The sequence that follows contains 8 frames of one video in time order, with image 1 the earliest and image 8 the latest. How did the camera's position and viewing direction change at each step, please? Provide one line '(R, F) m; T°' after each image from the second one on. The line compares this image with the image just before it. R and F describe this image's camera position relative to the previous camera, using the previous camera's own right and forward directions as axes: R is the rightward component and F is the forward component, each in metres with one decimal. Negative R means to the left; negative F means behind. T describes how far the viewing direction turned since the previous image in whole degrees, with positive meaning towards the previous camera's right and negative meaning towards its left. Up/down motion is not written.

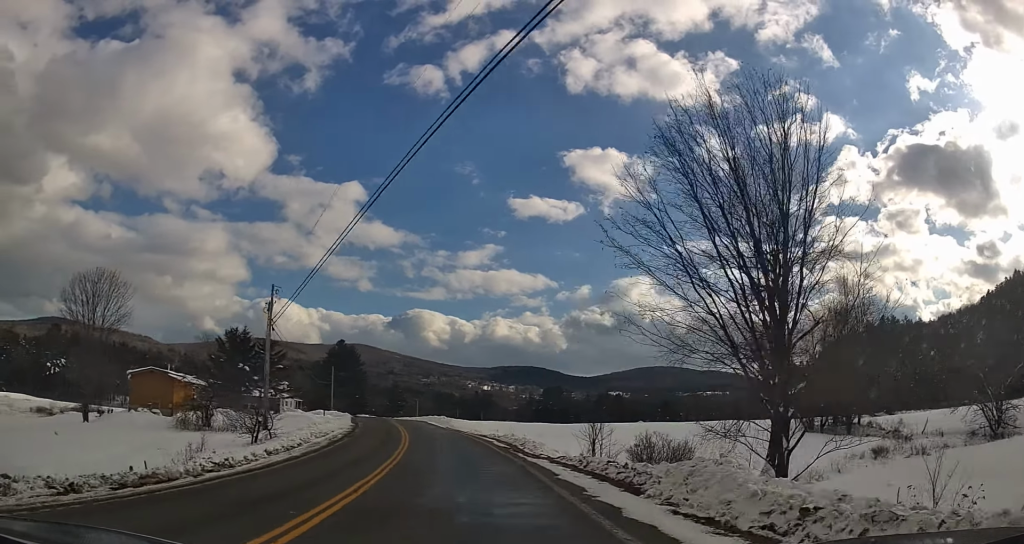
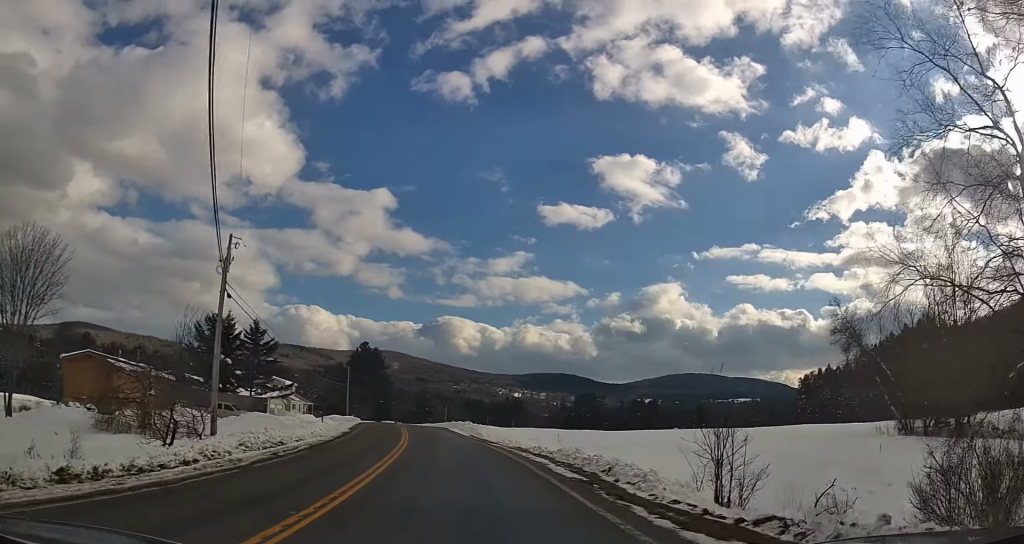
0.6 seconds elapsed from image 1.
(-0.2, +12.3) m; -2°
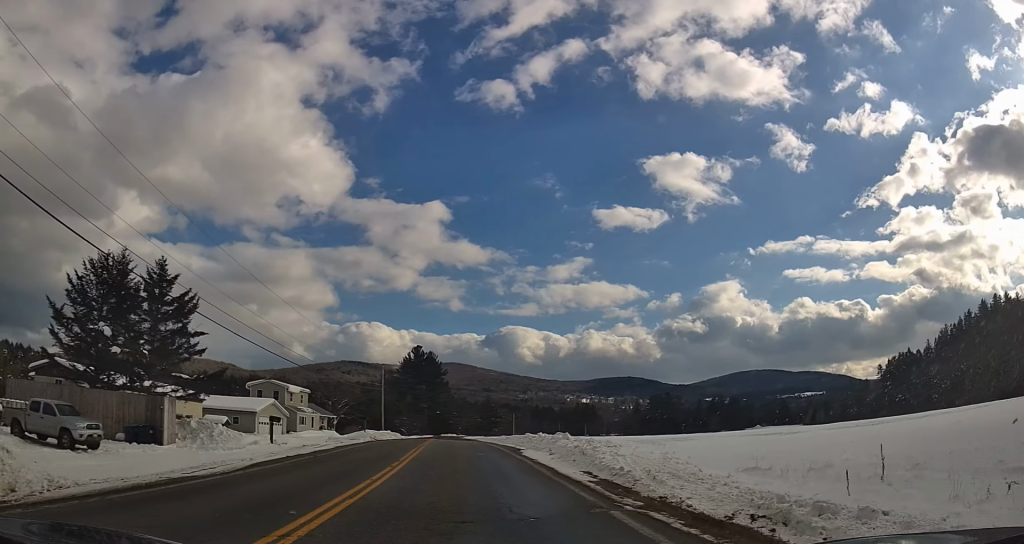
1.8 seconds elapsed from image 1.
(-1.3, +27.0) m; -5°
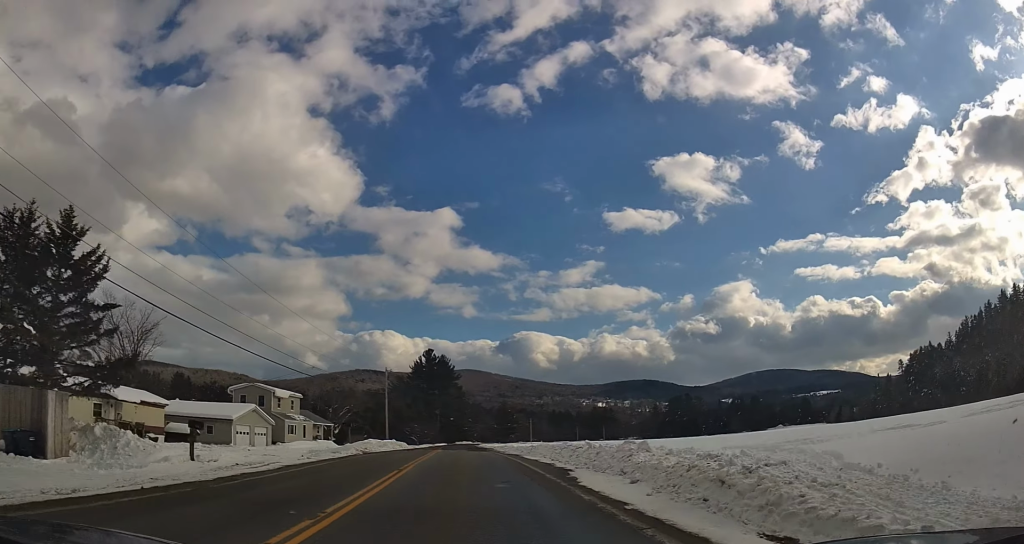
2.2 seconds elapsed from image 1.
(-0.1, +9.6) m; -2°
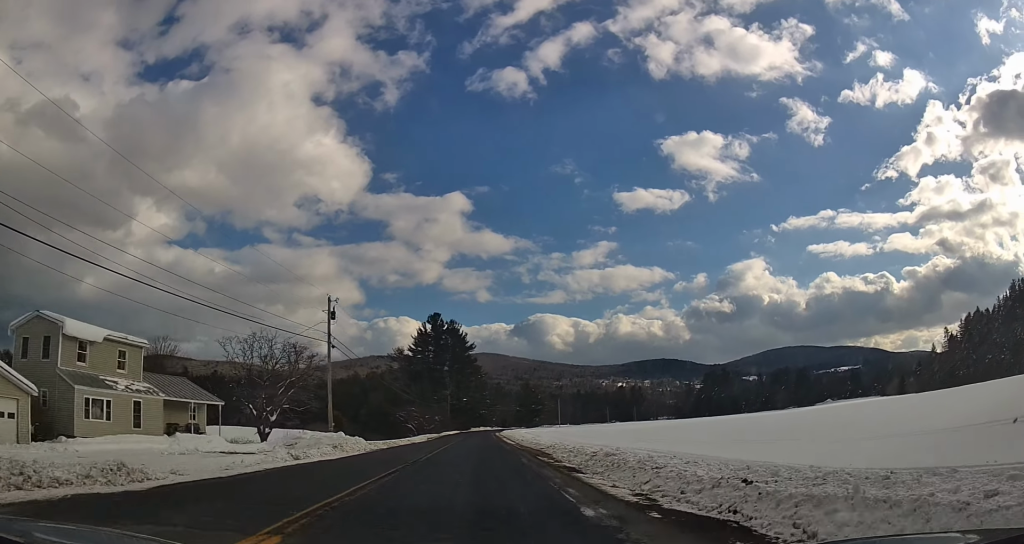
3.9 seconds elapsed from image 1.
(-2.8, +36.1) m; -7°
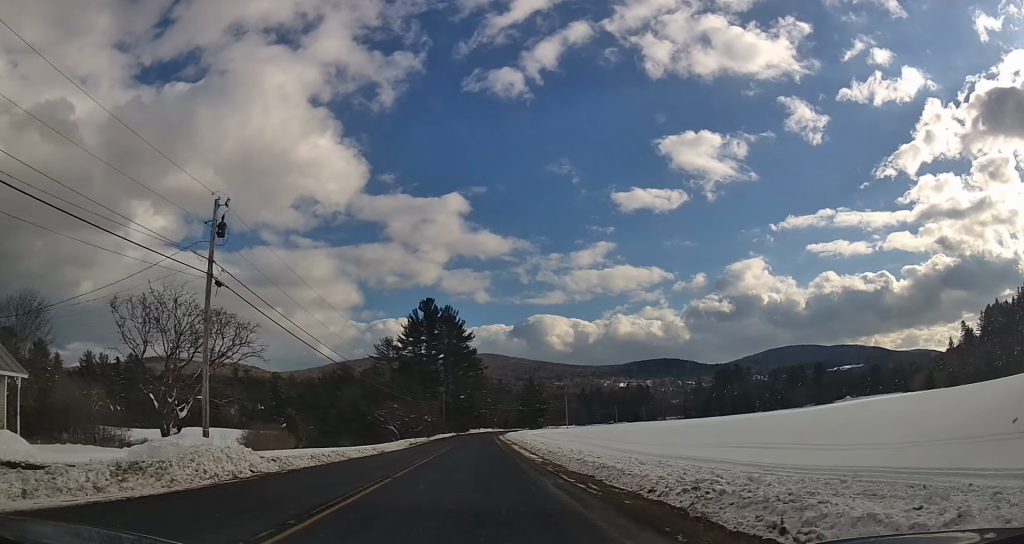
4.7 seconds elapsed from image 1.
(-0.2, +18.7) m; -1°
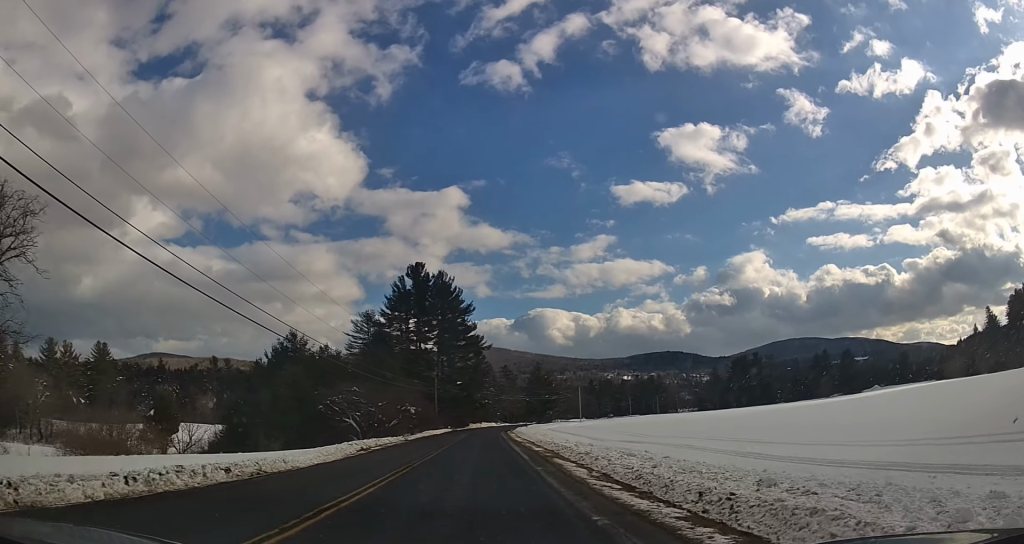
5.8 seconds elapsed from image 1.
(+0.1, +24.0) m; 0°
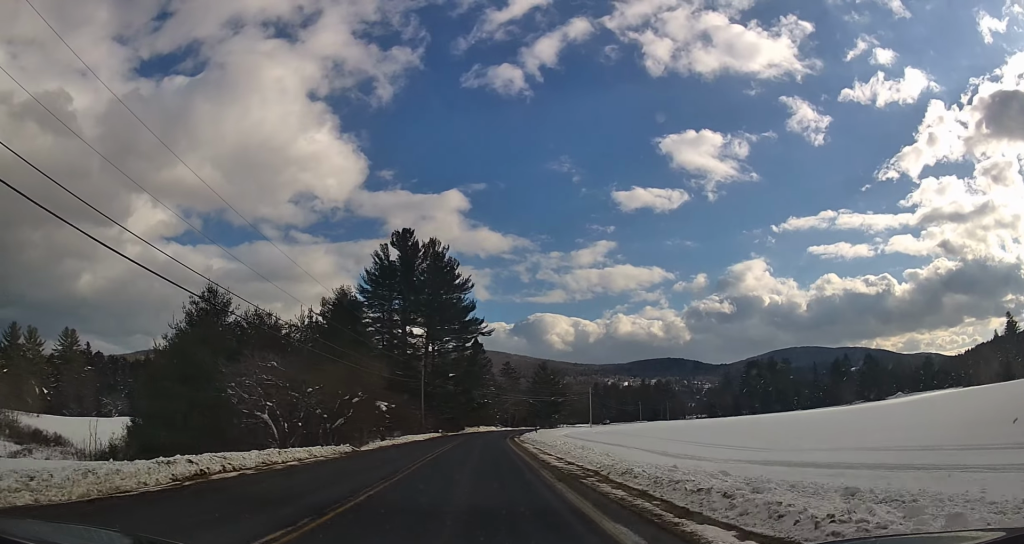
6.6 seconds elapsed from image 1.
(-0.2, +19.7) m; 0°
